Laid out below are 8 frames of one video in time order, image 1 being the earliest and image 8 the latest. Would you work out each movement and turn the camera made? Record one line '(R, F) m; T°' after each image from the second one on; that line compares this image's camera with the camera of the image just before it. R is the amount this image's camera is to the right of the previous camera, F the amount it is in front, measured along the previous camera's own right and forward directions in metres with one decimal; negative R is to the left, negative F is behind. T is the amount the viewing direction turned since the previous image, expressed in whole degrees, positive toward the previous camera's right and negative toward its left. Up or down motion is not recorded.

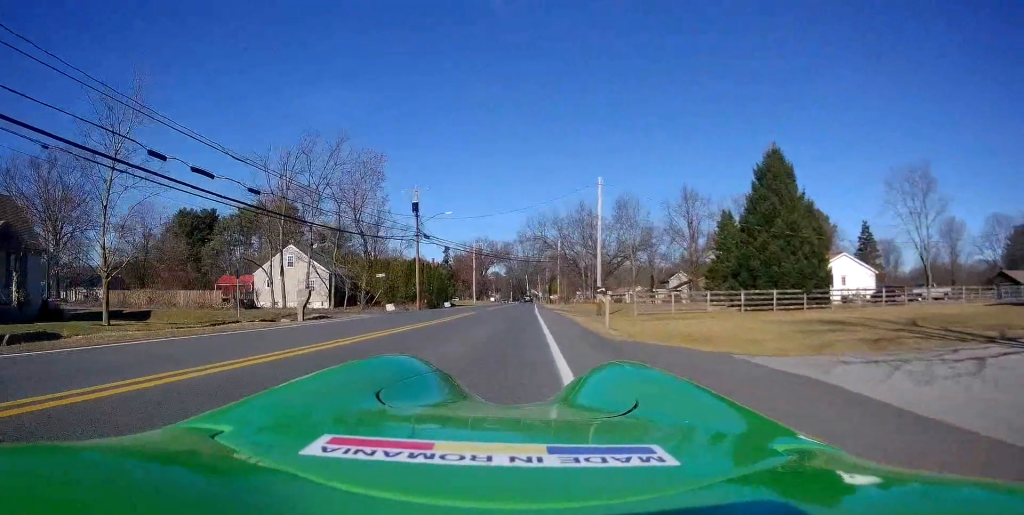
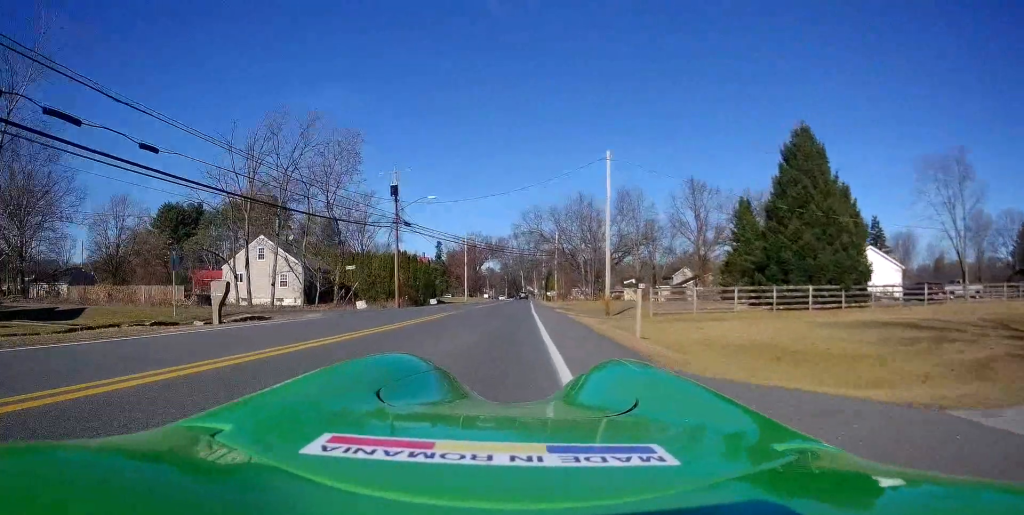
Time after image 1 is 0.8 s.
(+0.1, +6.3) m; 0°
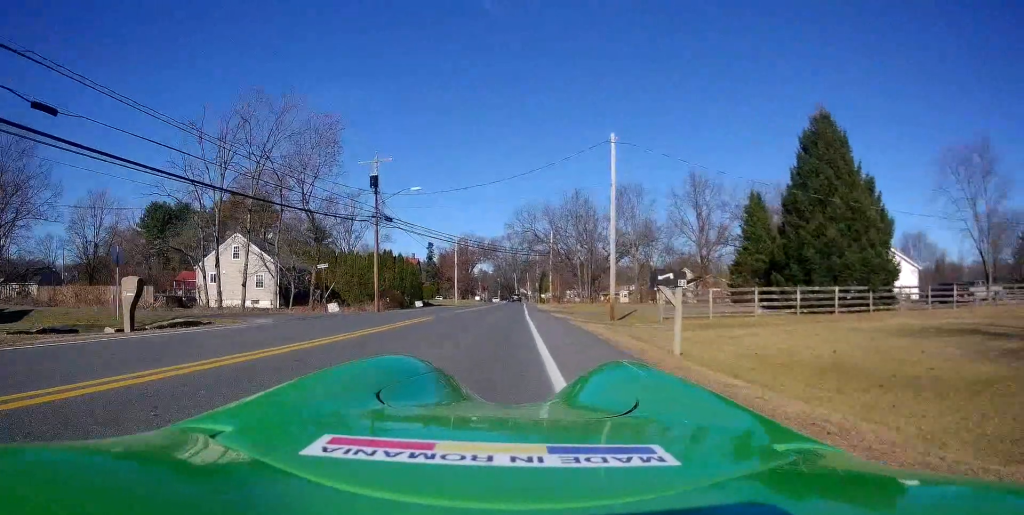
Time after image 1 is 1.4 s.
(+0.1, +4.1) m; -2°
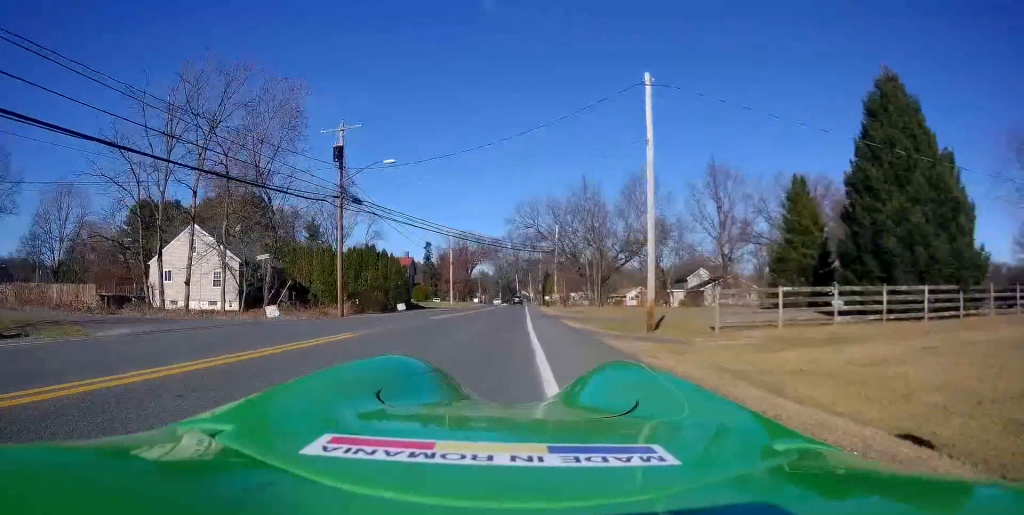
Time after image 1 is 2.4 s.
(-0.4, +7.9) m; 0°
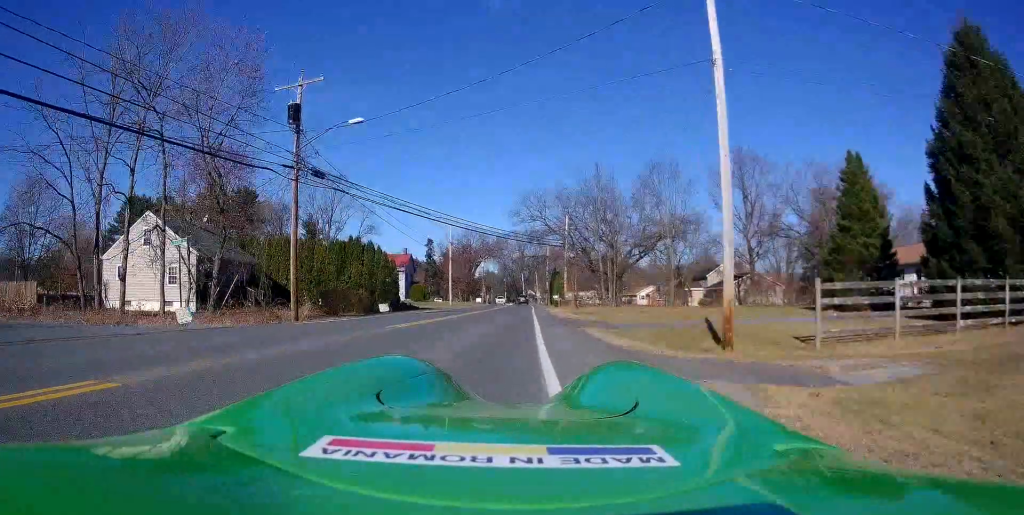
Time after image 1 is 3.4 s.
(+0.4, +7.0) m; +3°
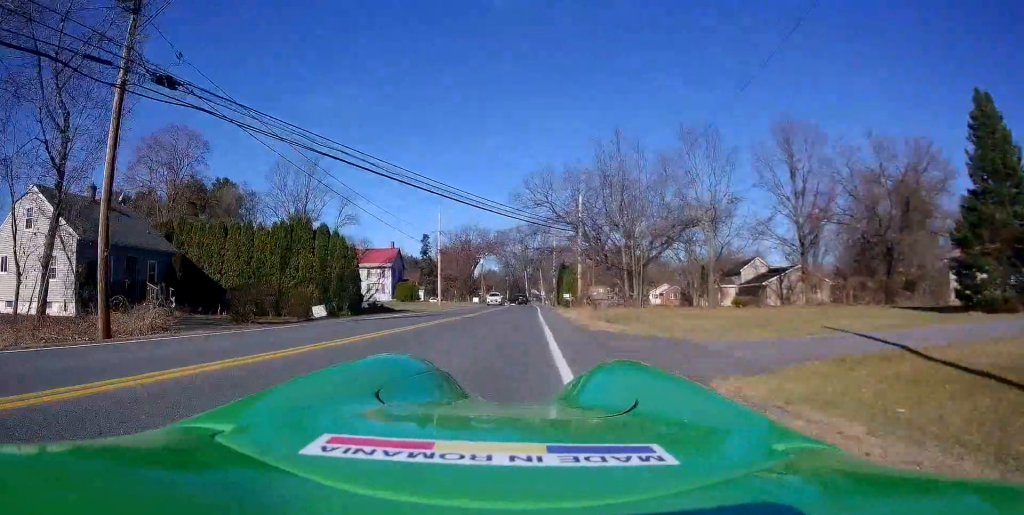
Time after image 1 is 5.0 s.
(-0.4, +12.0) m; -3°
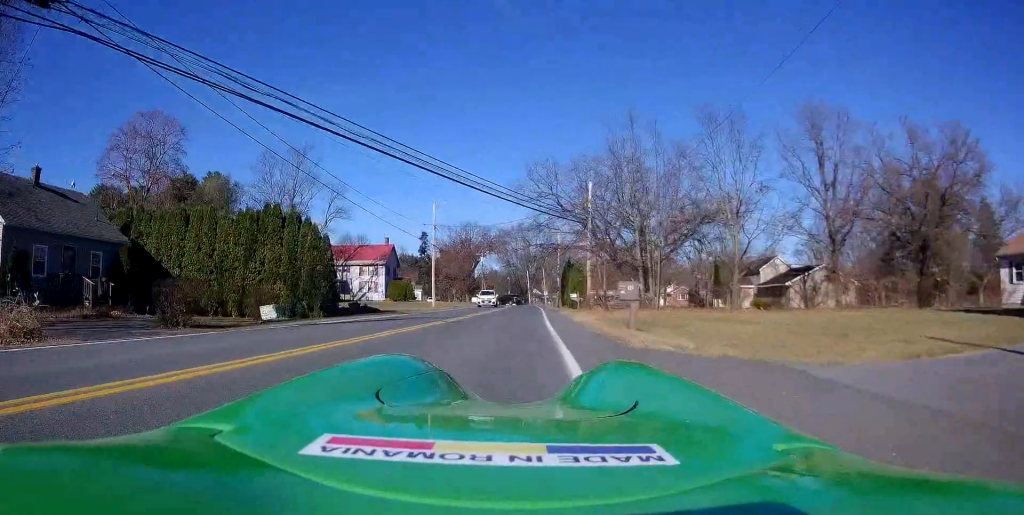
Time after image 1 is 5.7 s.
(-0.1, +5.4) m; 0°
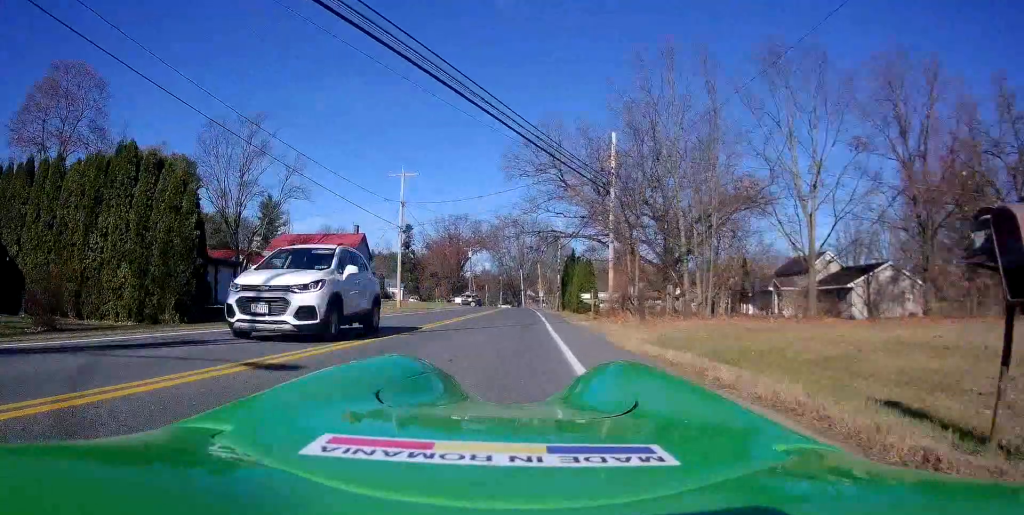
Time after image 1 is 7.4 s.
(-0.1, +13.0) m; -3°
